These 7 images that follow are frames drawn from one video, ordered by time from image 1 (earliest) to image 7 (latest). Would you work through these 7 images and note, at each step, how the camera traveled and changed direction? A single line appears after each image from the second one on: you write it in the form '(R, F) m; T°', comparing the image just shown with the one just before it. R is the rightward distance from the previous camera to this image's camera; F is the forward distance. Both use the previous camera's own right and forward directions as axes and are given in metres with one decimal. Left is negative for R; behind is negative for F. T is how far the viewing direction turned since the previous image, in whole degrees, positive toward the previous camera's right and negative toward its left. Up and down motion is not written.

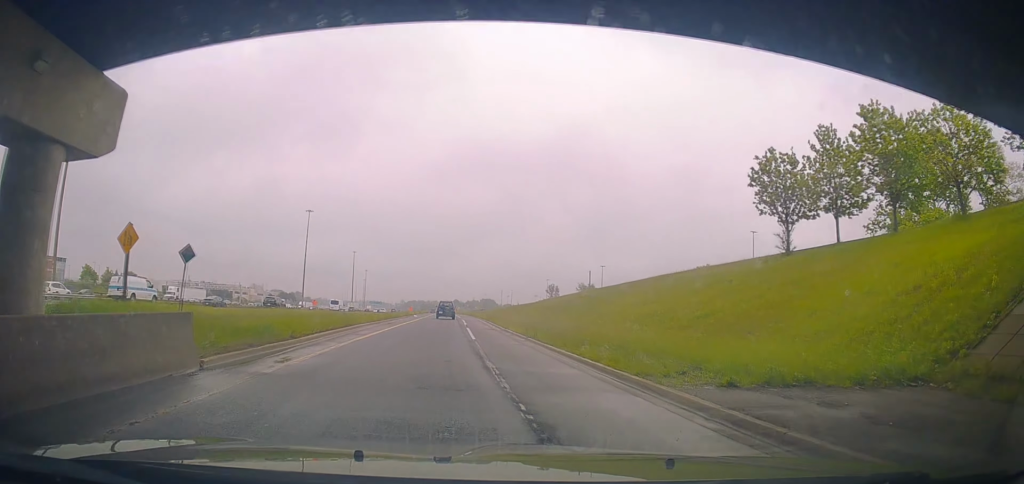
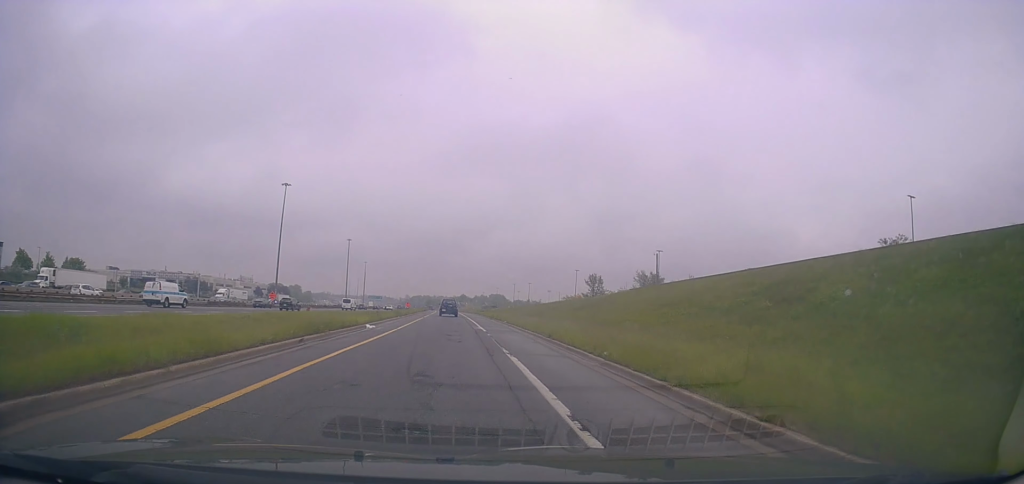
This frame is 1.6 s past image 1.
(+0.8, +39.1) m; +2°
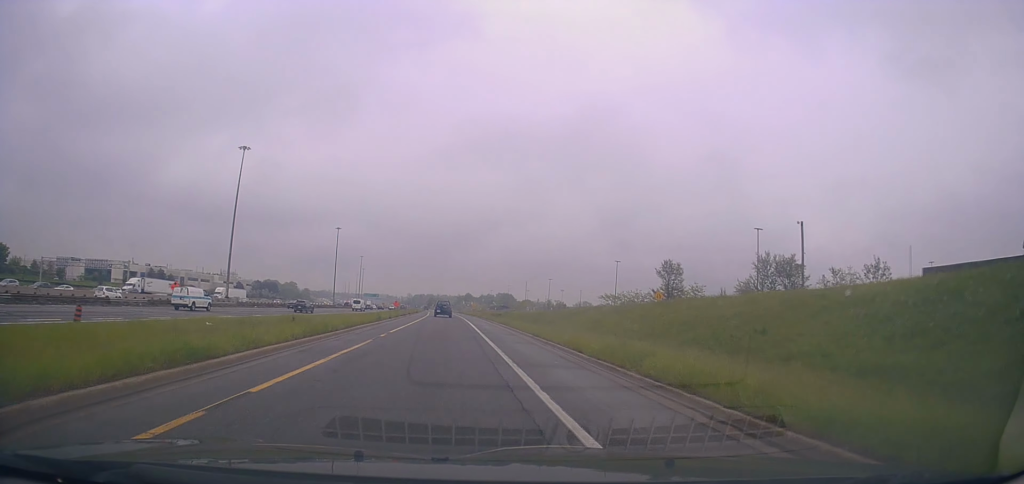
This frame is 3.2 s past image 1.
(+0.3, +40.9) m; 0°
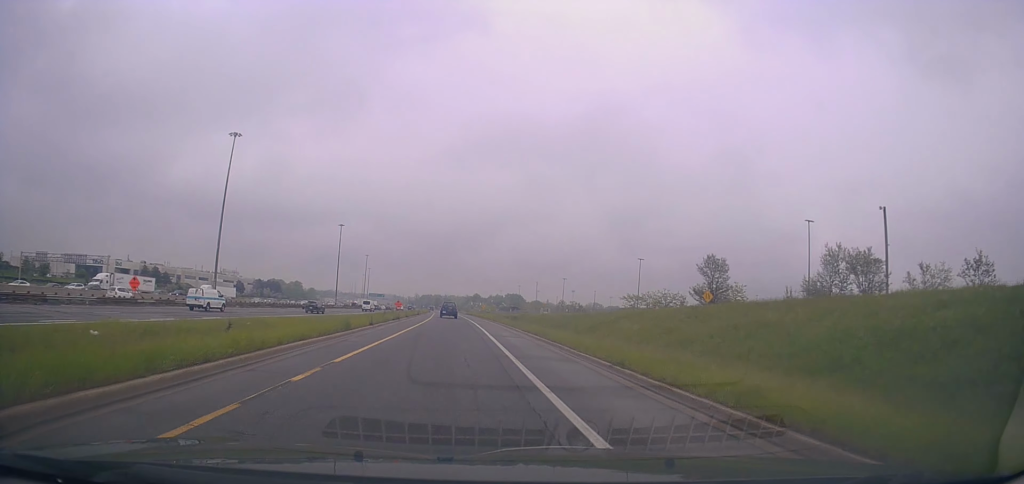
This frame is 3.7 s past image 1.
(0.0, +11.2) m; -1°
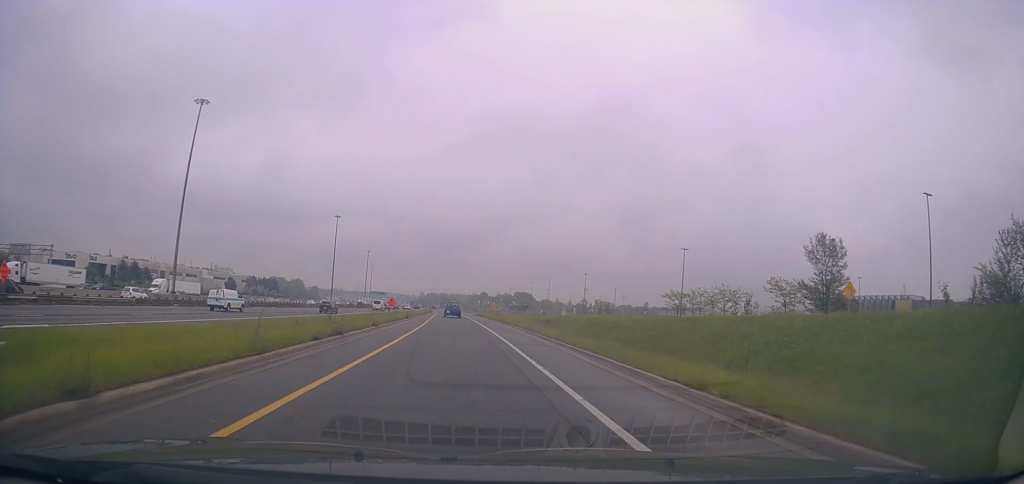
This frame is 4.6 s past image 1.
(-0.3, +21.9) m; -1°
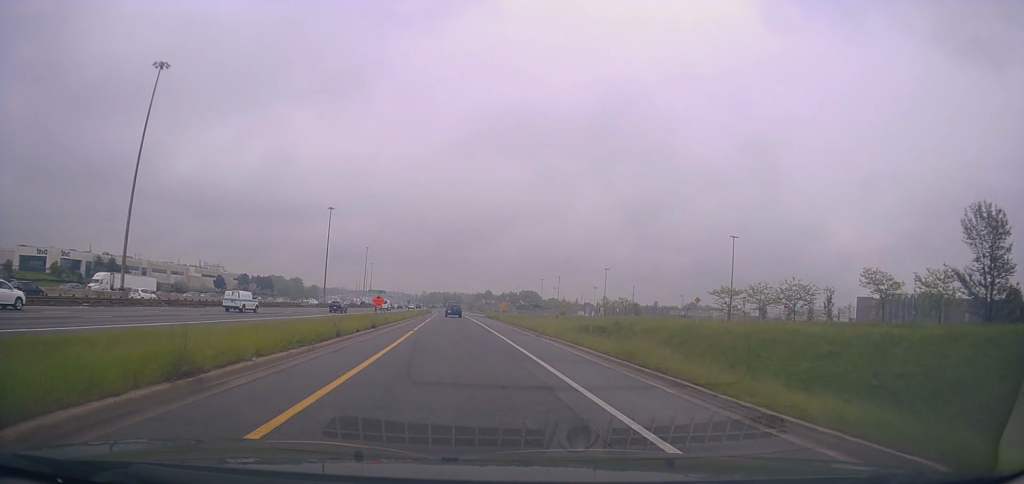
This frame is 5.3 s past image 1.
(-0.2, +18.3) m; 0°
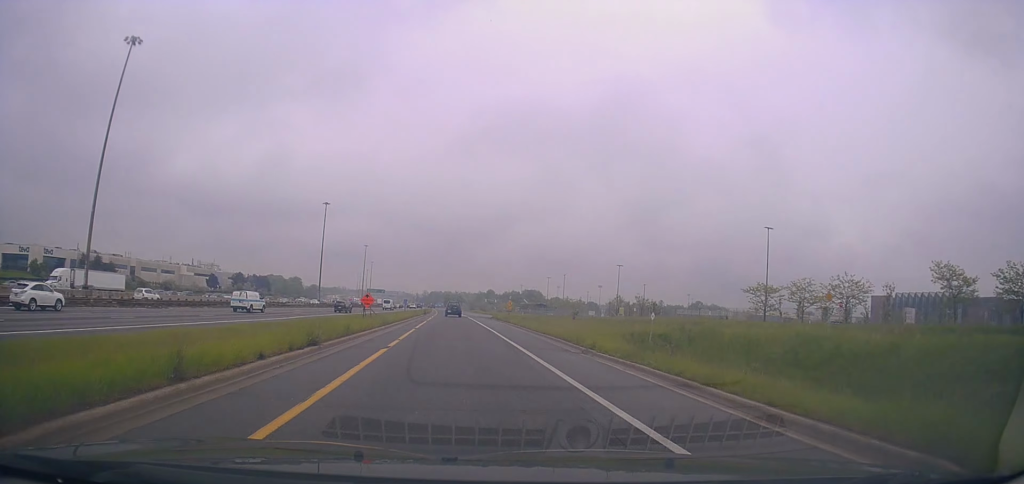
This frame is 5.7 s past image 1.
(0.0, +10.5) m; 0°
